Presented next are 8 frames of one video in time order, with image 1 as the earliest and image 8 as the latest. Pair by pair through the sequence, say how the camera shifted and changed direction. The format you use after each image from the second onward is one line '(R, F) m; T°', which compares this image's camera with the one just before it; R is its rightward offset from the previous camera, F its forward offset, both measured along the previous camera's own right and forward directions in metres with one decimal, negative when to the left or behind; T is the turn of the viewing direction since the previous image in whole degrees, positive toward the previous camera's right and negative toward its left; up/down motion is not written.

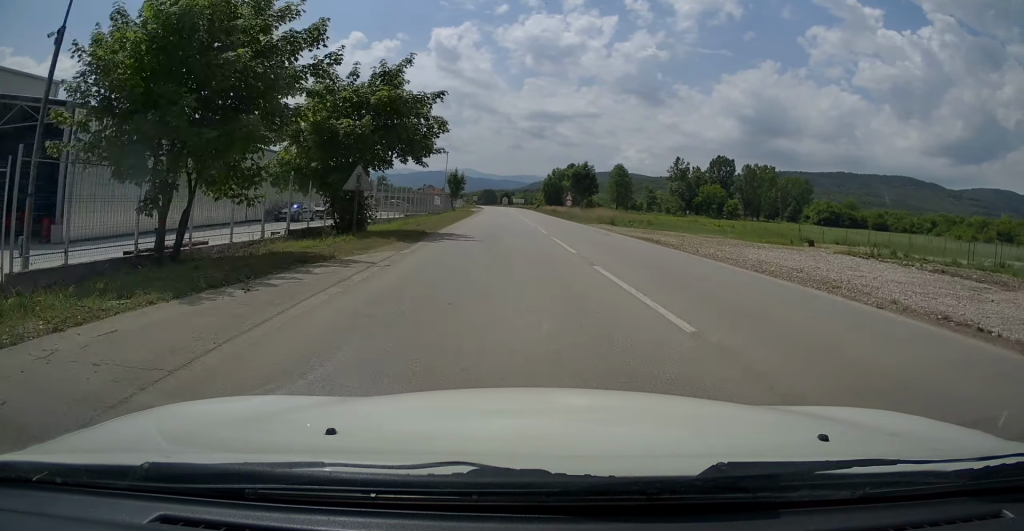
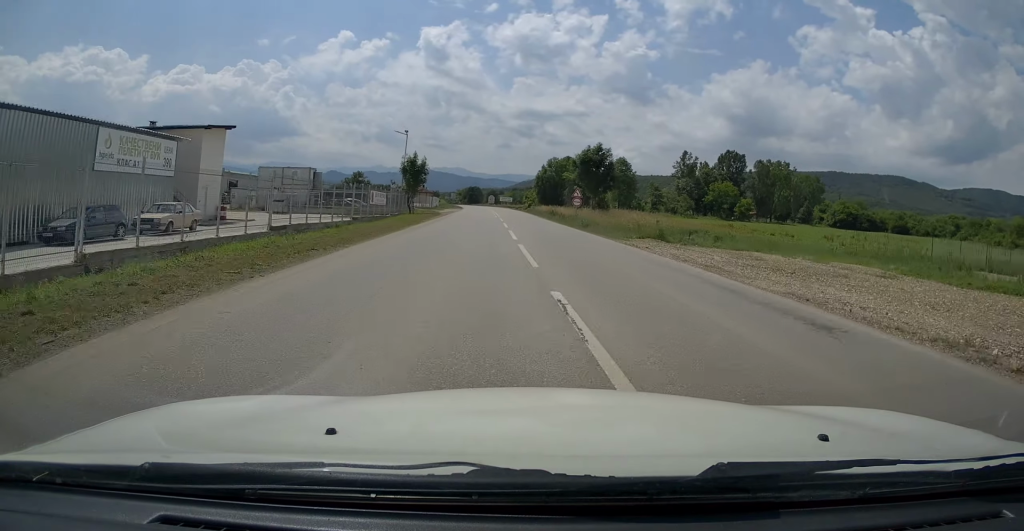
(+0.5, +20.8) m; +2°
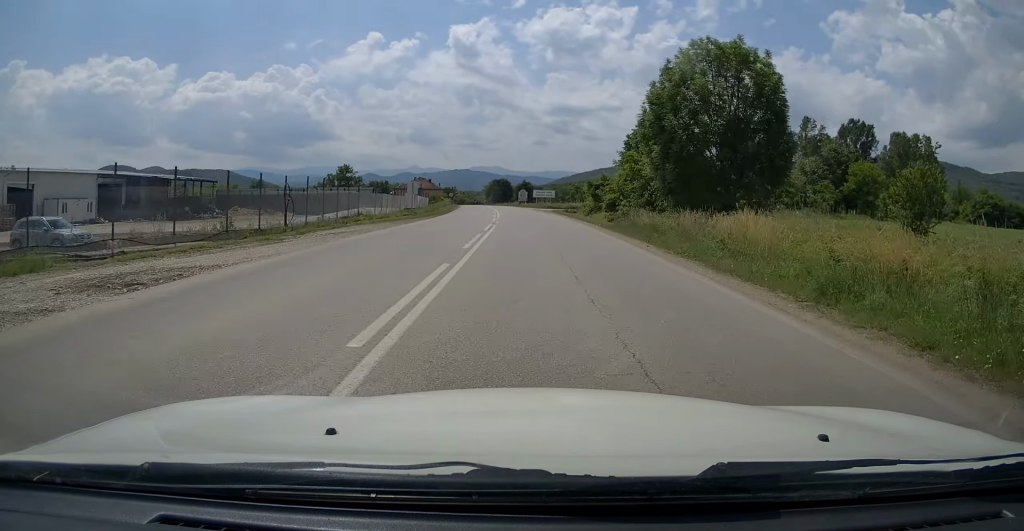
(+0.6, +61.8) m; 0°
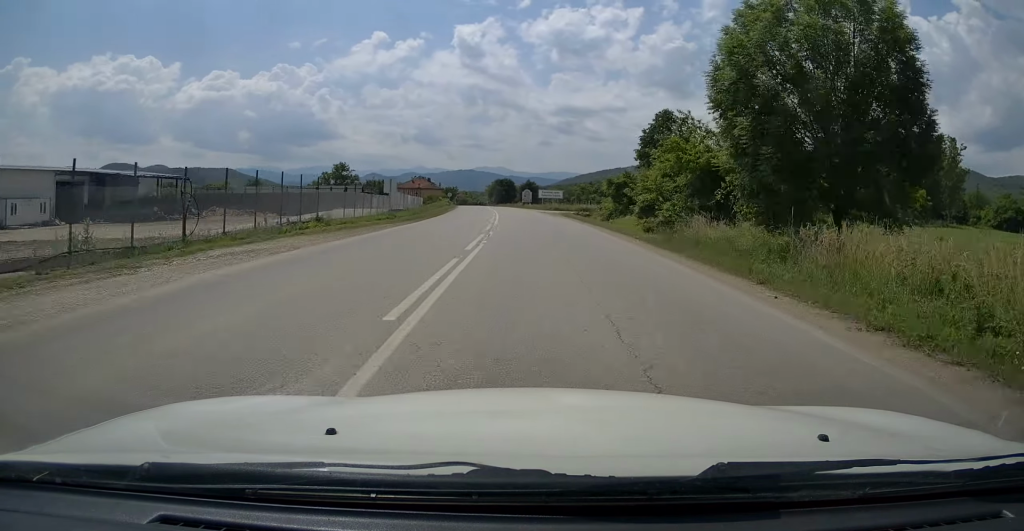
(0.0, +8.8) m; 0°
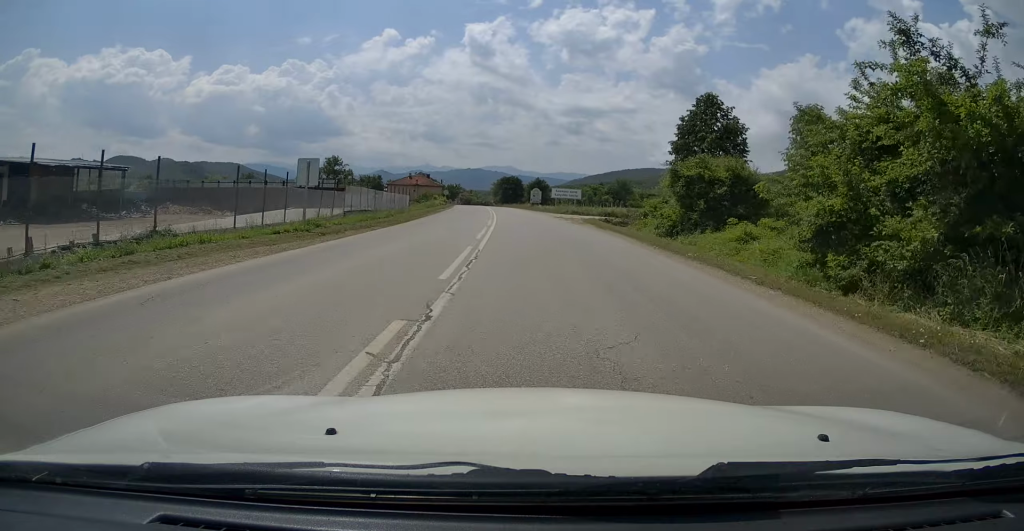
(-0.1, +14.9) m; -1°
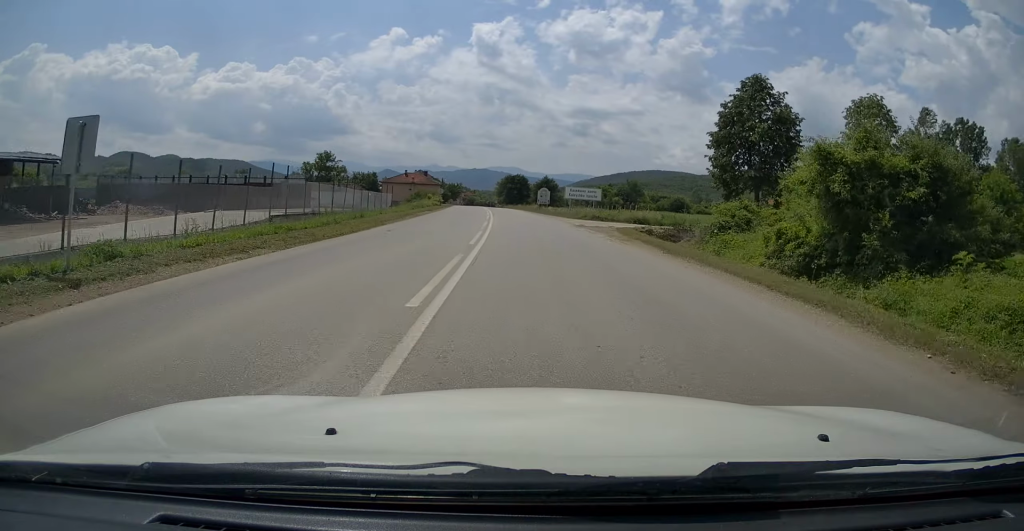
(-0.1, +11.7) m; -1°
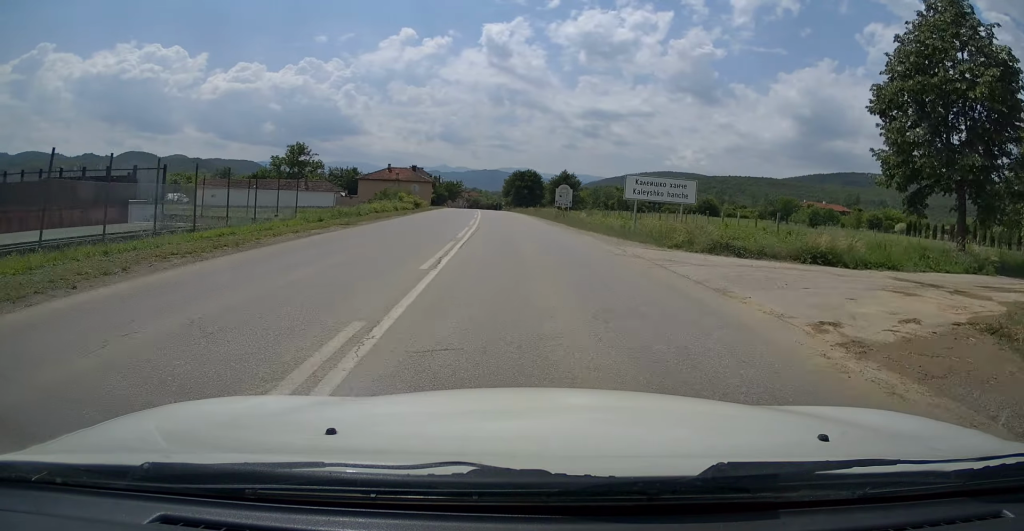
(-0.5, +25.1) m; -1°
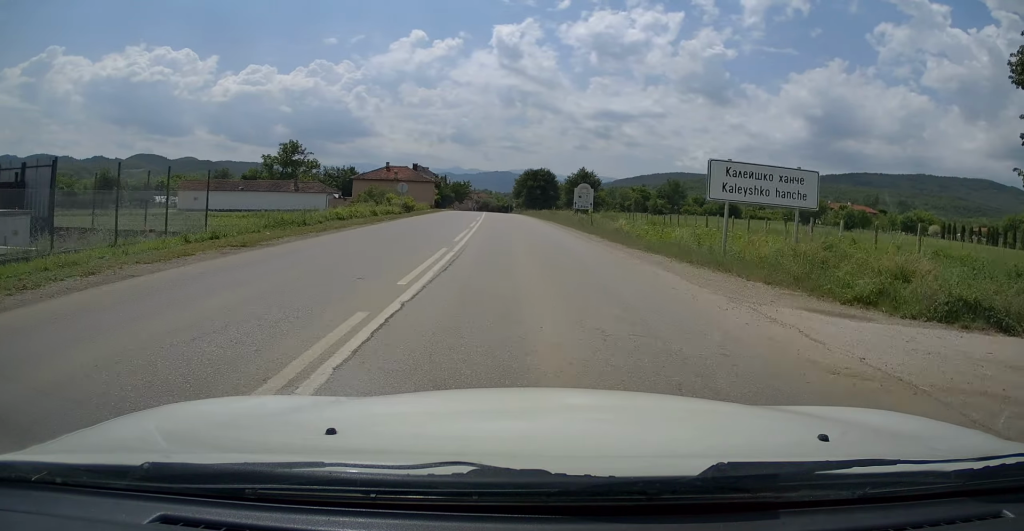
(0.0, +9.9) m; 0°
